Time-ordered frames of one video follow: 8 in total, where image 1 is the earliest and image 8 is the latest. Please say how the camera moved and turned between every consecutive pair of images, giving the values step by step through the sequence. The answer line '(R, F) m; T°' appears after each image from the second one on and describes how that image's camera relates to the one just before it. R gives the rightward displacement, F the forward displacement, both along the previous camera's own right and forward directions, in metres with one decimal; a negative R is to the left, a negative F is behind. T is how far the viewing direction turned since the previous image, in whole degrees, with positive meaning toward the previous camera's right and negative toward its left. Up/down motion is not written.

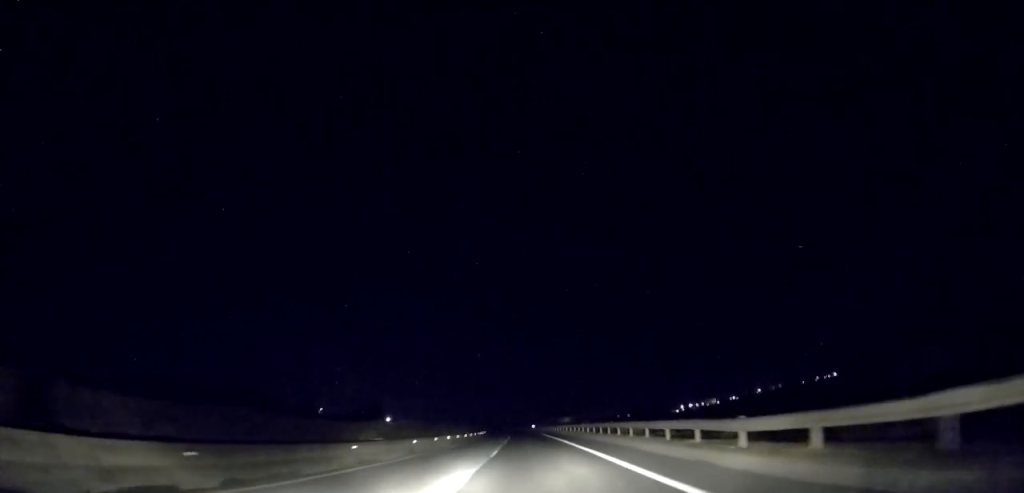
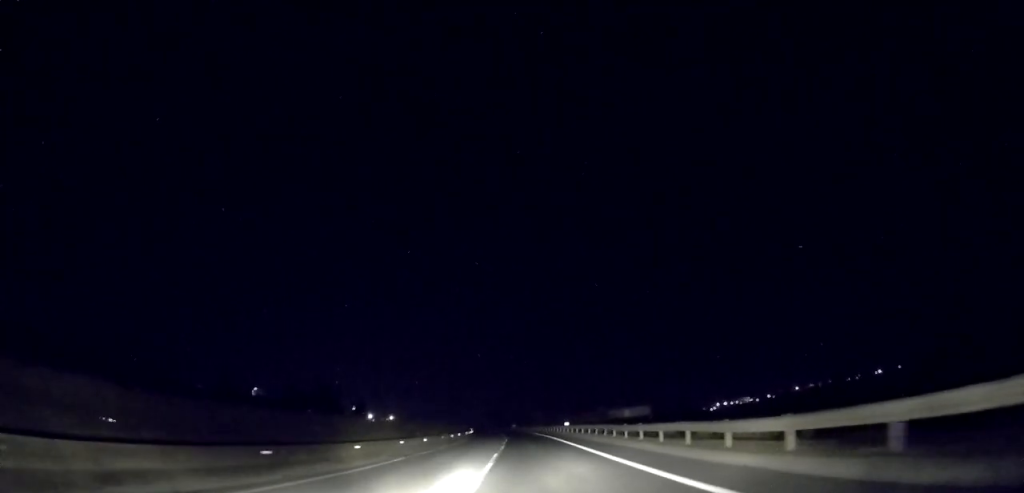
(-2.2, +78.3) m; -2°
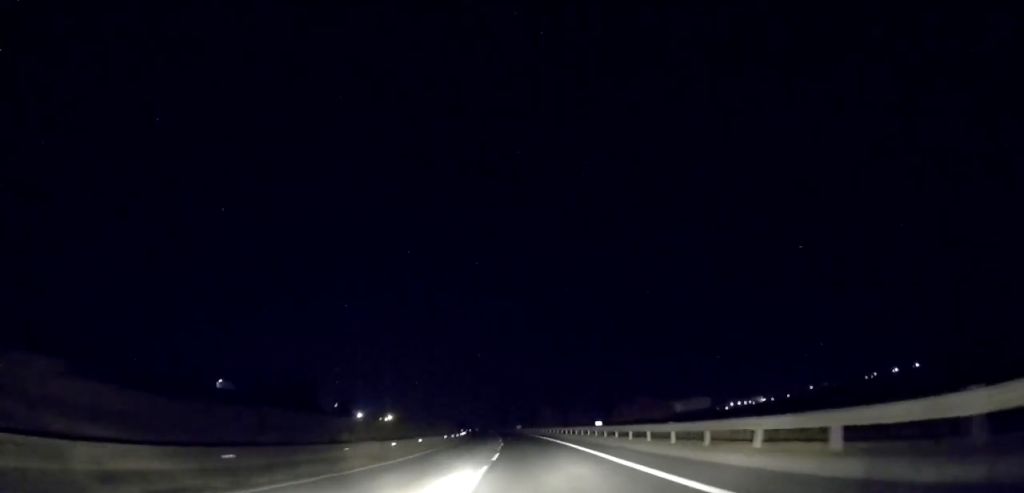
(-0.1, +26.3) m; -1°
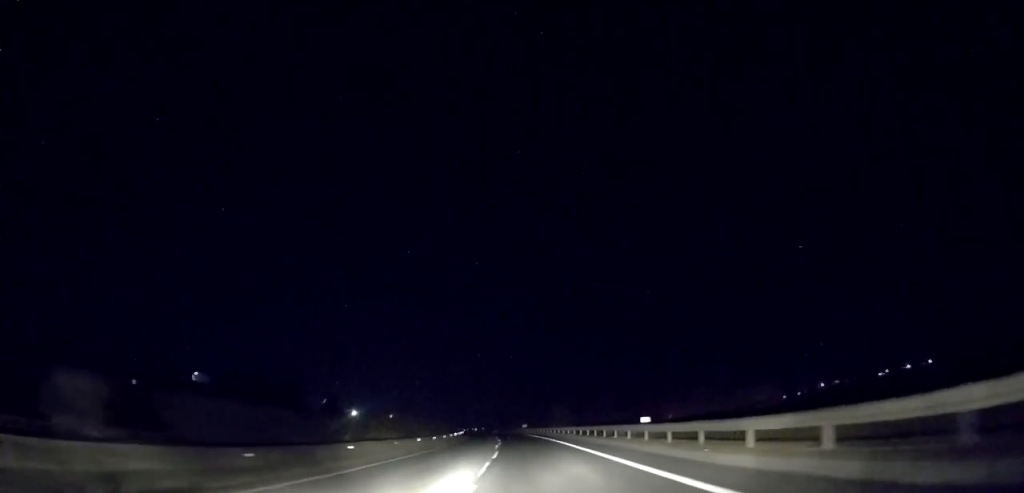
(-0.1, +15.6) m; -1°
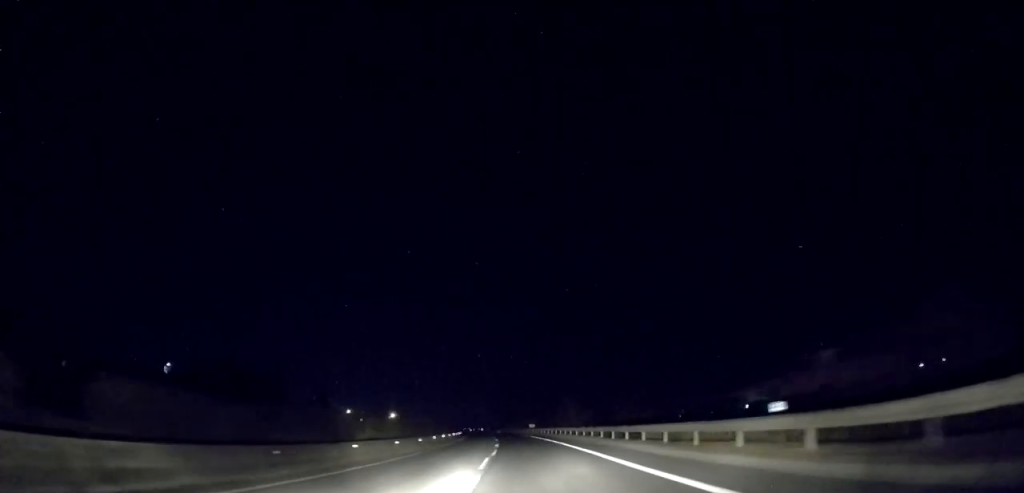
(-0.2, +15.1) m; 0°
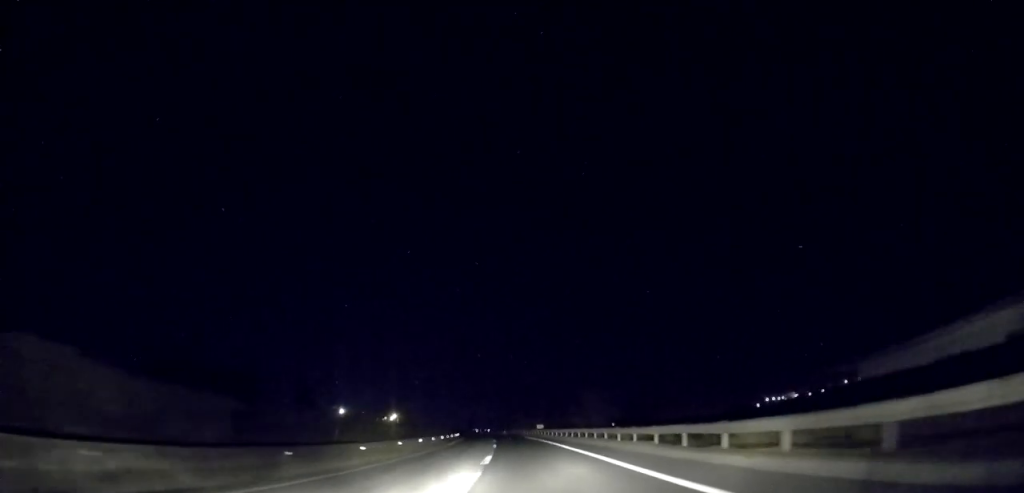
(-0.1, +14.7) m; -1°
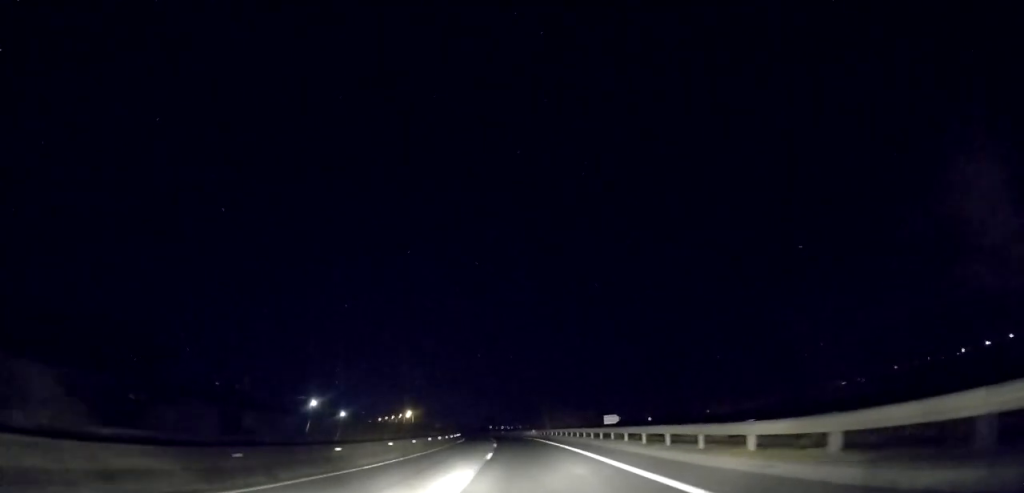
(-1.2, +50.2) m; -3°
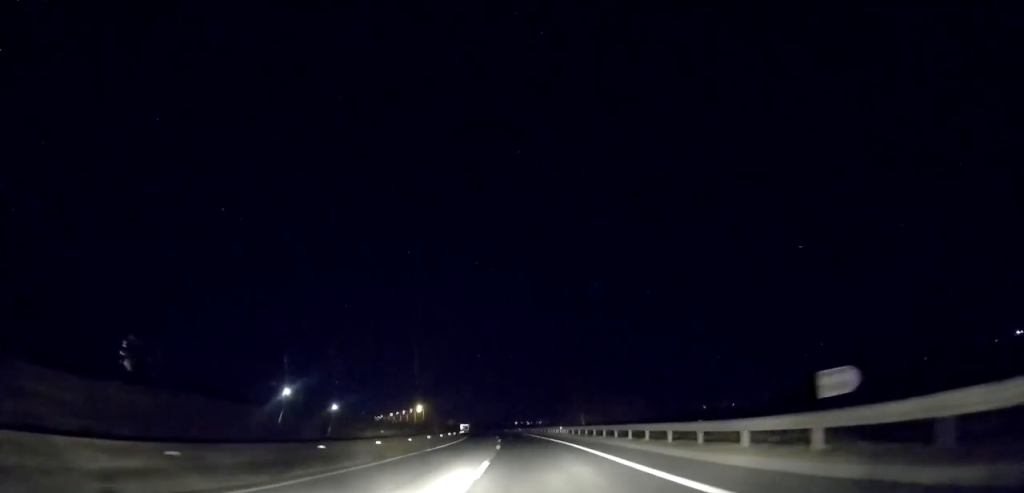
(-0.4, +26.8) m; -2°
